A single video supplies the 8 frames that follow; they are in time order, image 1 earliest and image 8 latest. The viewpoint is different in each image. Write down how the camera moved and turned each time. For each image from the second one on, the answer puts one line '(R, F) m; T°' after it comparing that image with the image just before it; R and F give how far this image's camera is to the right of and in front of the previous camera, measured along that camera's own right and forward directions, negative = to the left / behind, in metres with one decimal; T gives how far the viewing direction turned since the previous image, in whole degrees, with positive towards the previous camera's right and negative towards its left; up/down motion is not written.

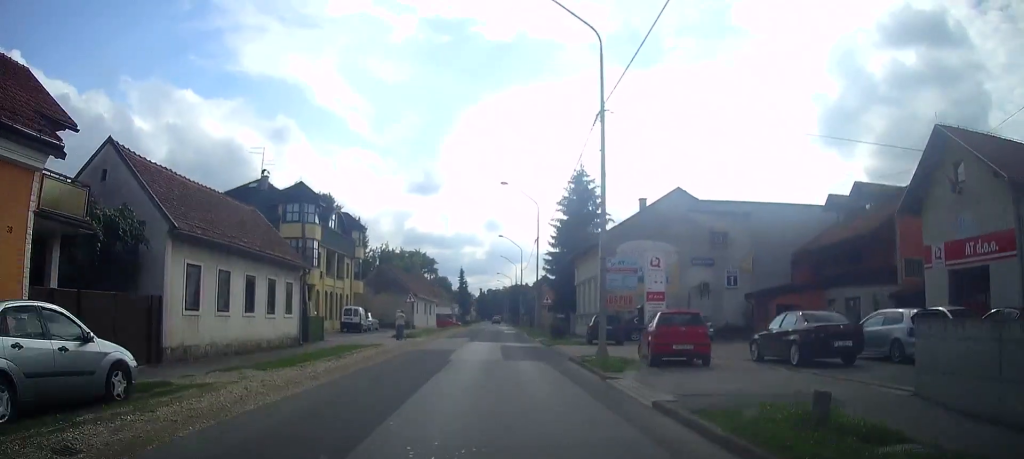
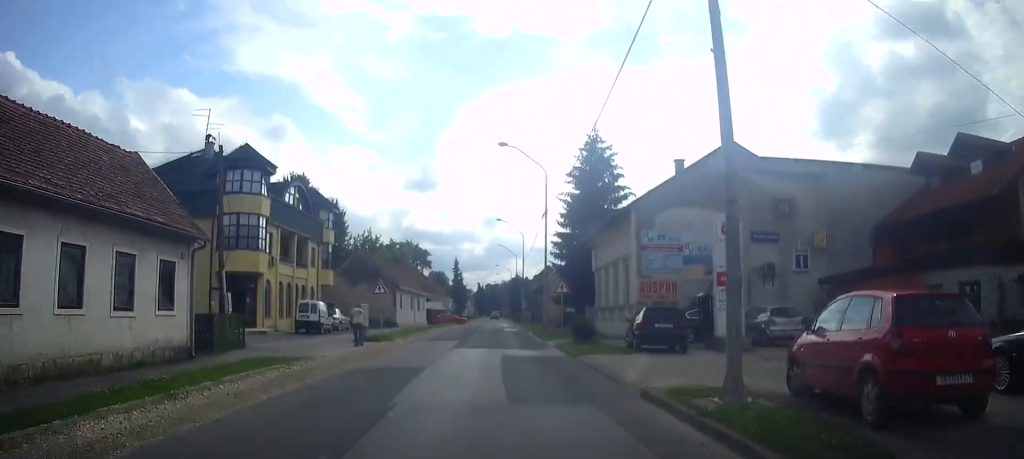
(0.0, +9.8) m; 0°
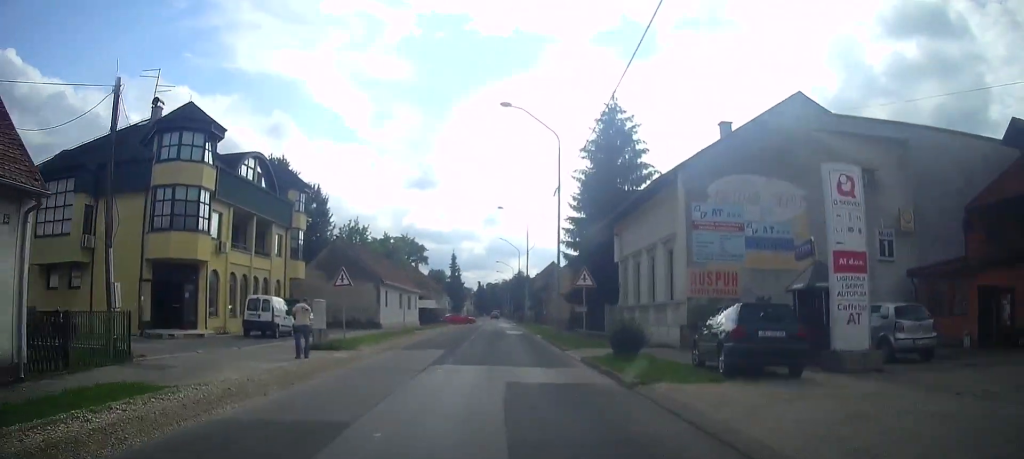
(0.0, +7.4) m; 0°
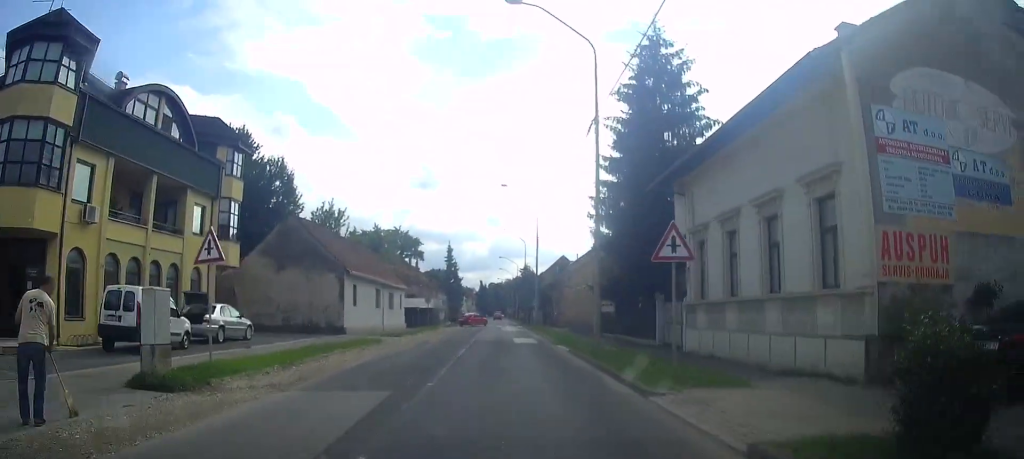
(0.0, +11.0) m; 0°
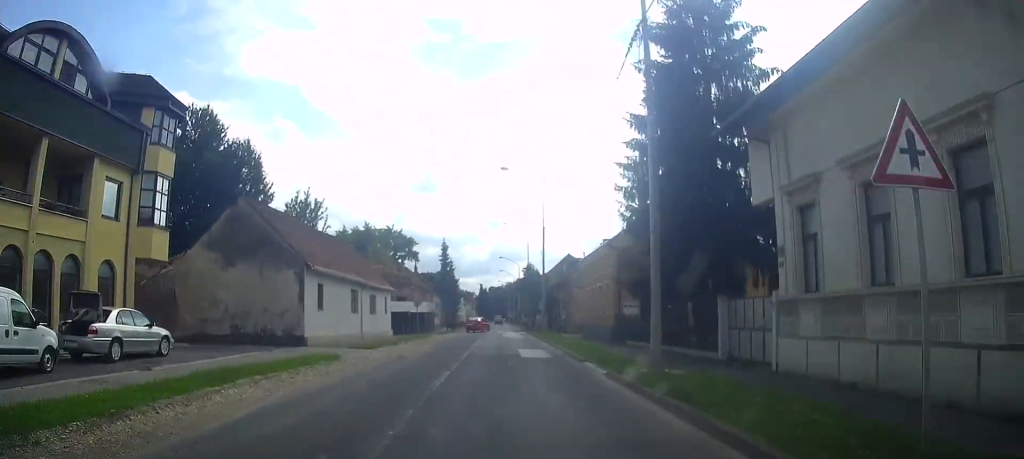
(-0.1, +6.9) m; 0°
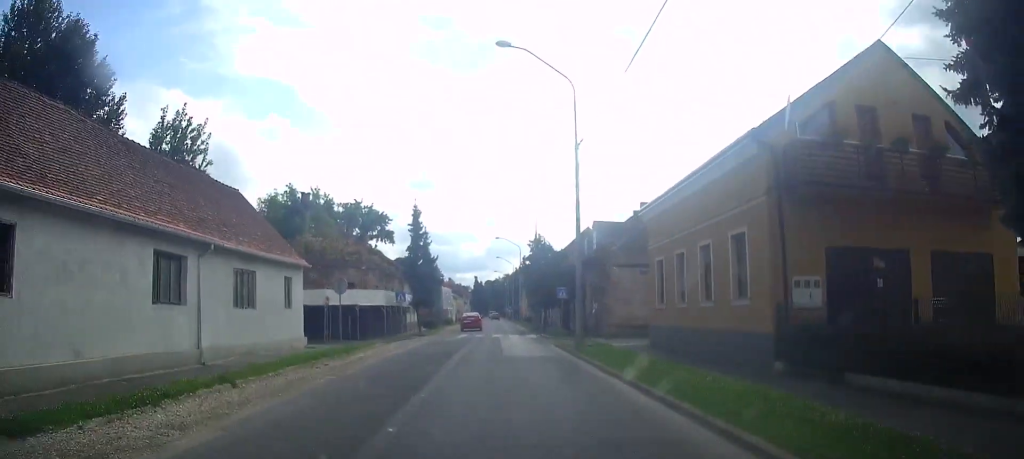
(+0.4, +19.6) m; +2°
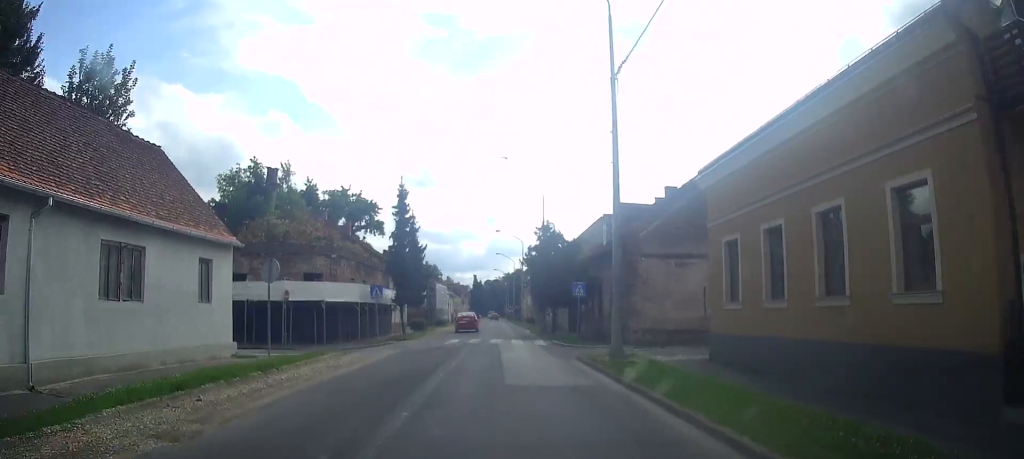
(+0.3, +7.1) m; 0°
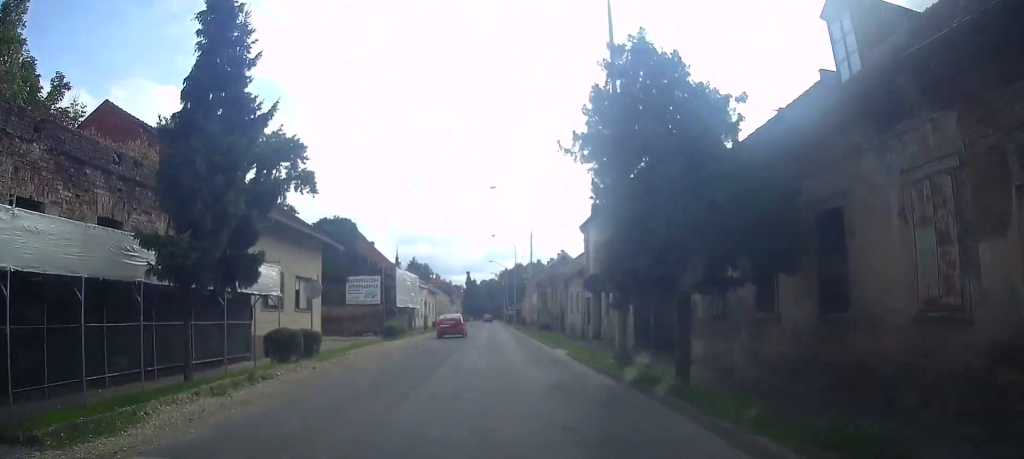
(-1.0, +25.7) m; 0°
